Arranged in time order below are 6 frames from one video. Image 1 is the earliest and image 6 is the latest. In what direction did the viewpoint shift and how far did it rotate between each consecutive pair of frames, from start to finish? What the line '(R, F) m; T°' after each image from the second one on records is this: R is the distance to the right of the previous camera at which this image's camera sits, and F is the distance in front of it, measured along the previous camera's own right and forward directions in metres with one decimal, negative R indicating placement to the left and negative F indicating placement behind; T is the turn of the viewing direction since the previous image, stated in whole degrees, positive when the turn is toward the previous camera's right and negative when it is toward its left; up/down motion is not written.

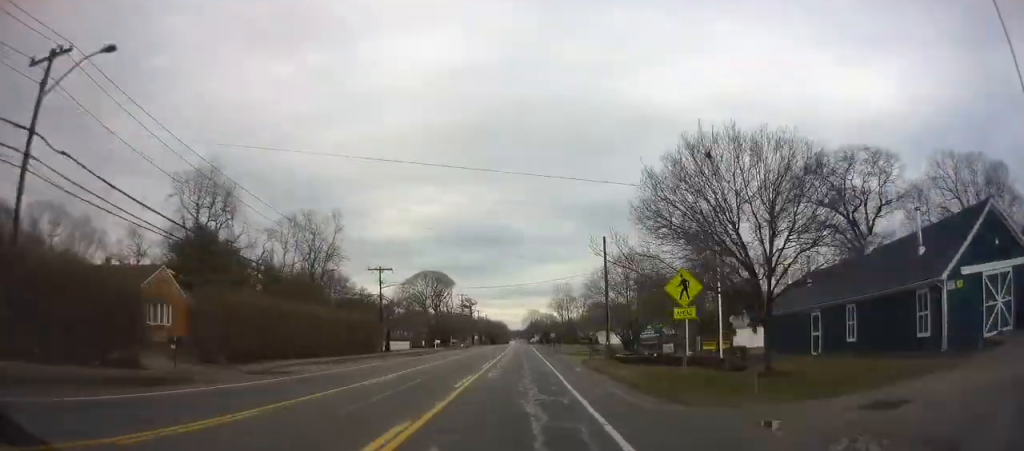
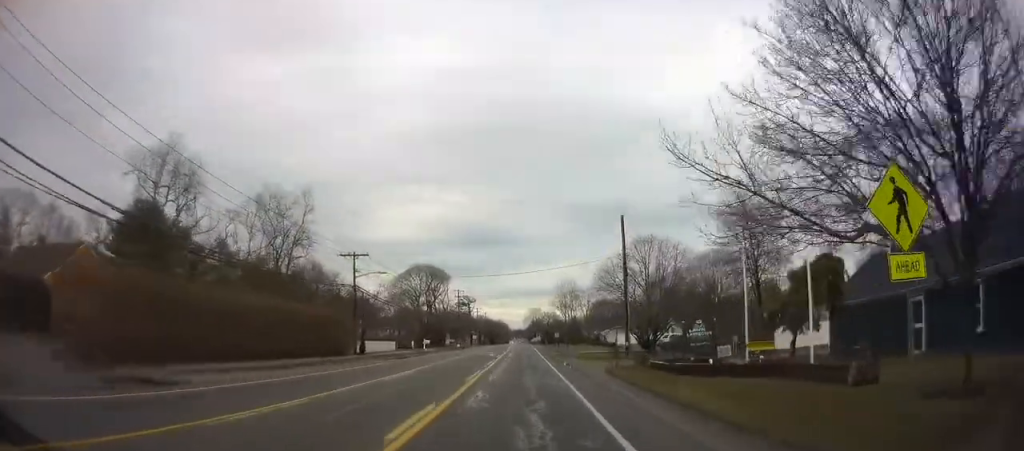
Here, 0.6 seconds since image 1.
(0.0, +9.4) m; 0°
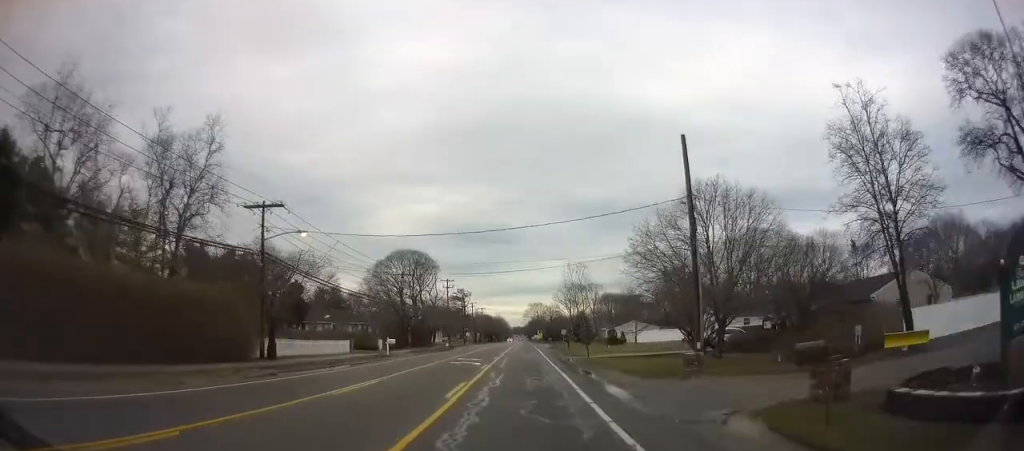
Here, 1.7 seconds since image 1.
(+0.2, +18.0) m; 0°
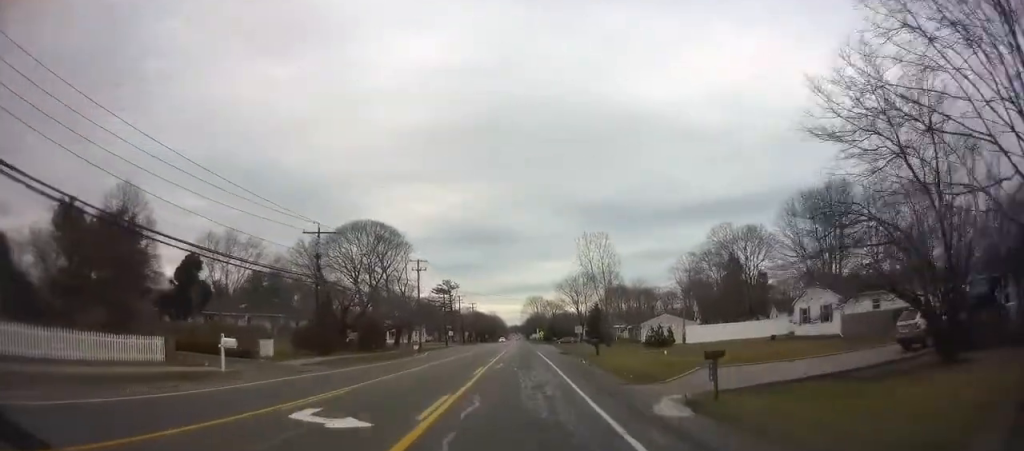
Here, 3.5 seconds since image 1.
(-0.2, +27.9) m; 0°
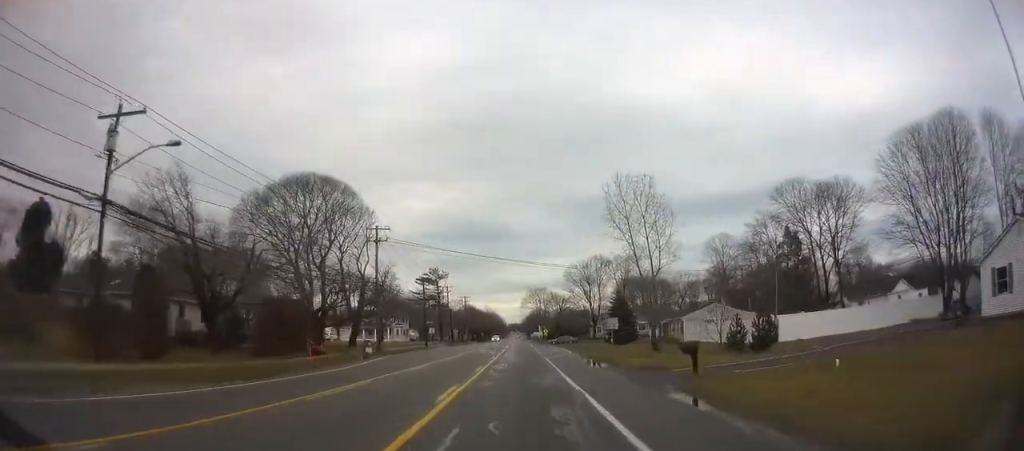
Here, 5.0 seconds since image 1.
(0.0, +23.5) m; 0°
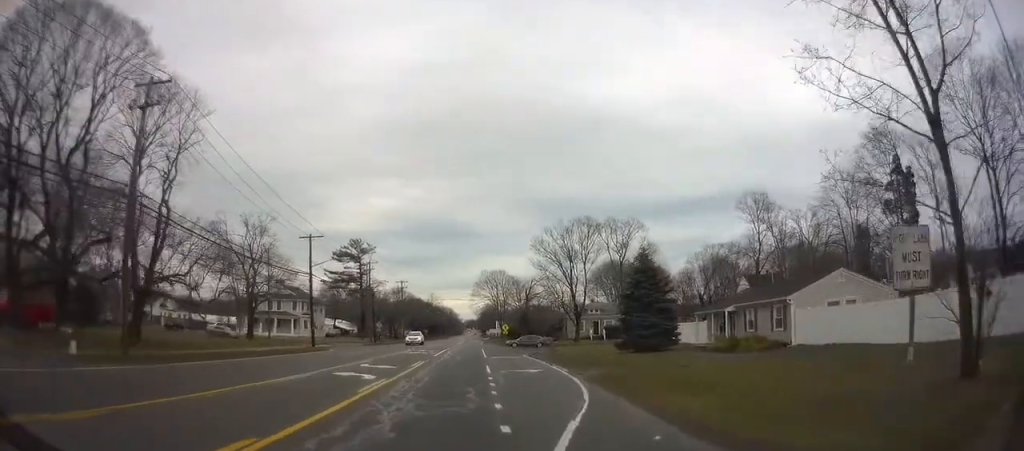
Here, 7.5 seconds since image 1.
(+0.2, +36.0) m; +1°
